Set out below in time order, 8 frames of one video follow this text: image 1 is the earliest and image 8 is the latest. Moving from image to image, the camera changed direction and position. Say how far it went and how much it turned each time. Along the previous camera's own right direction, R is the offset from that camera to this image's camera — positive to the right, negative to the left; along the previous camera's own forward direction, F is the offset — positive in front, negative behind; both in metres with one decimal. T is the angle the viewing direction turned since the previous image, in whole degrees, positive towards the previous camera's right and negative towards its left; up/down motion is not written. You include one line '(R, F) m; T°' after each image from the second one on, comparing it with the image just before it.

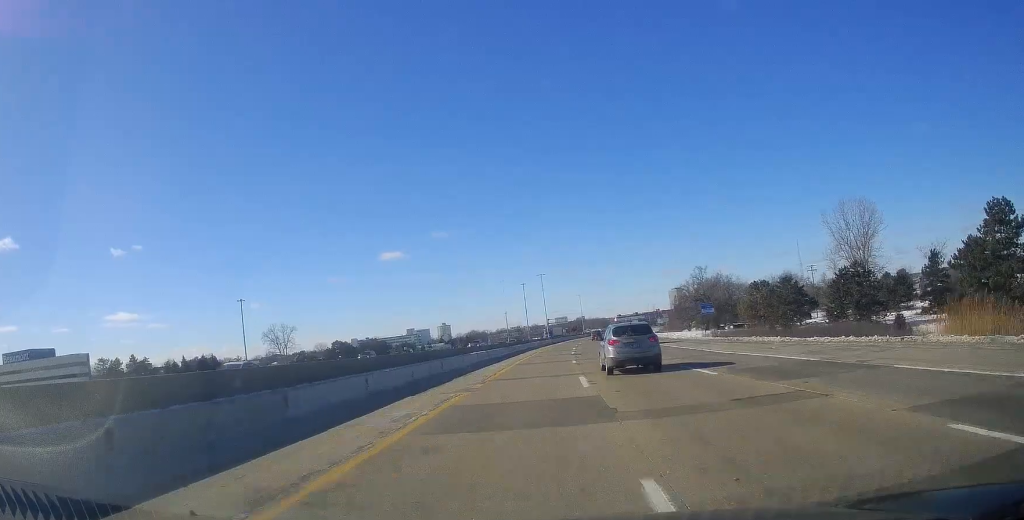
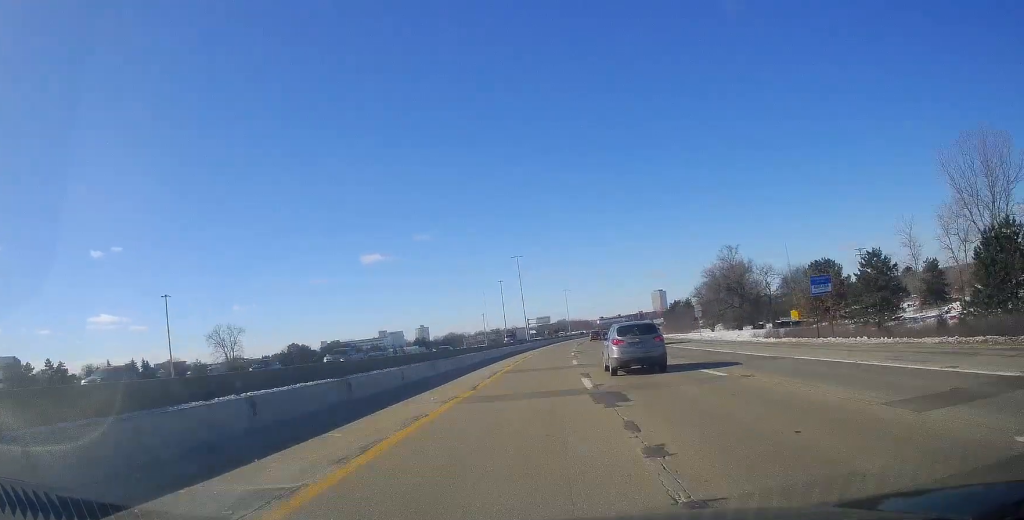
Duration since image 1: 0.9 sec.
(+0.4, +32.1) m; +1°
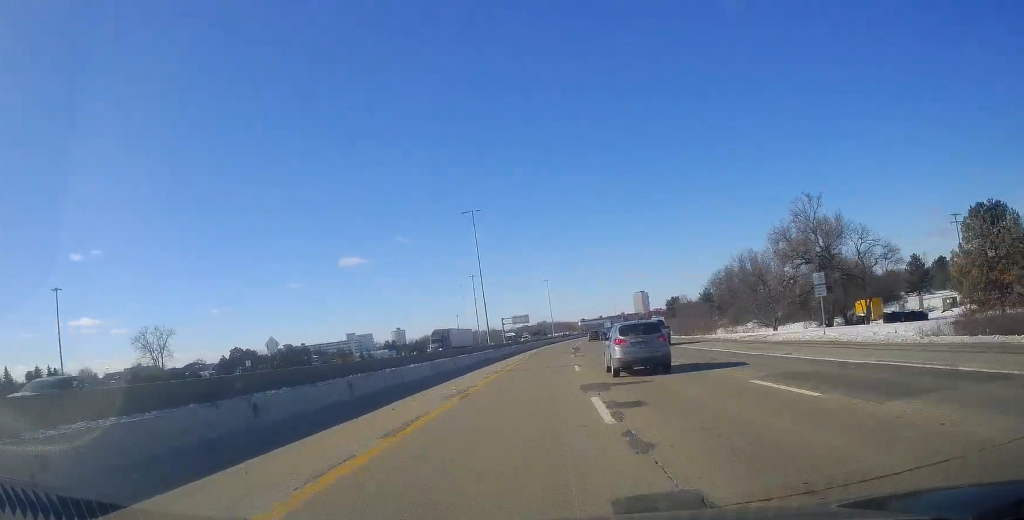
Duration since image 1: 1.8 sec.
(+0.5, +36.1) m; +2°
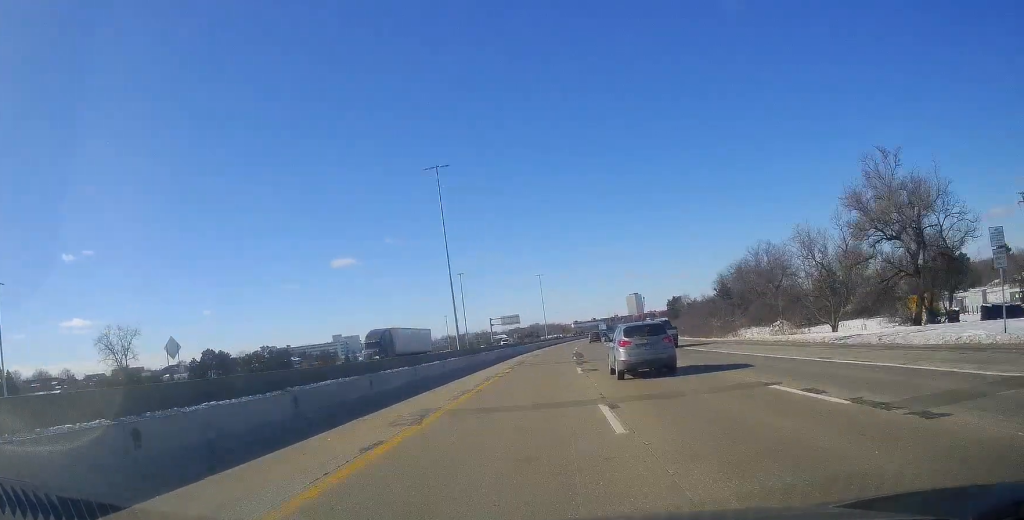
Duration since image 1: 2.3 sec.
(+0.1, +16.3) m; +1°
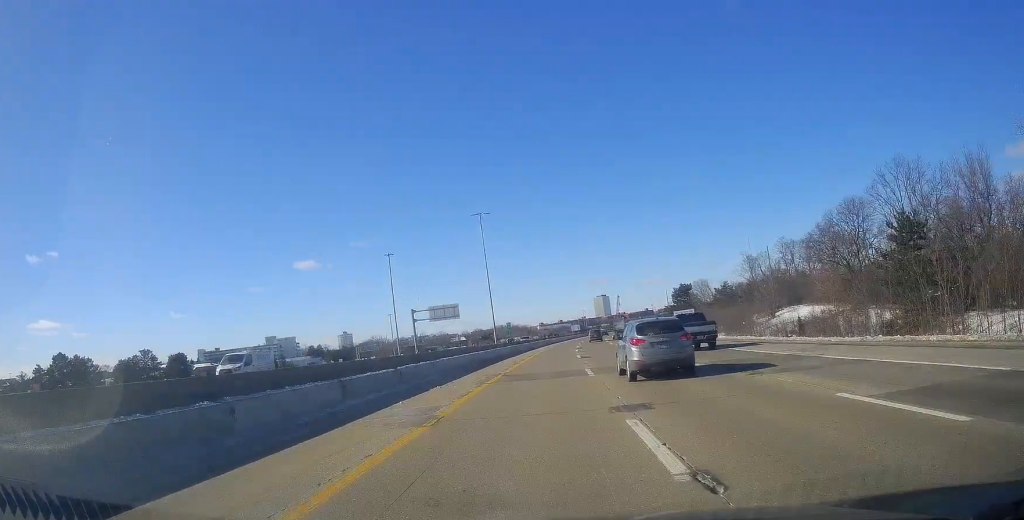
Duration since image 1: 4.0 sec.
(+2.4, +64.3) m; +4°
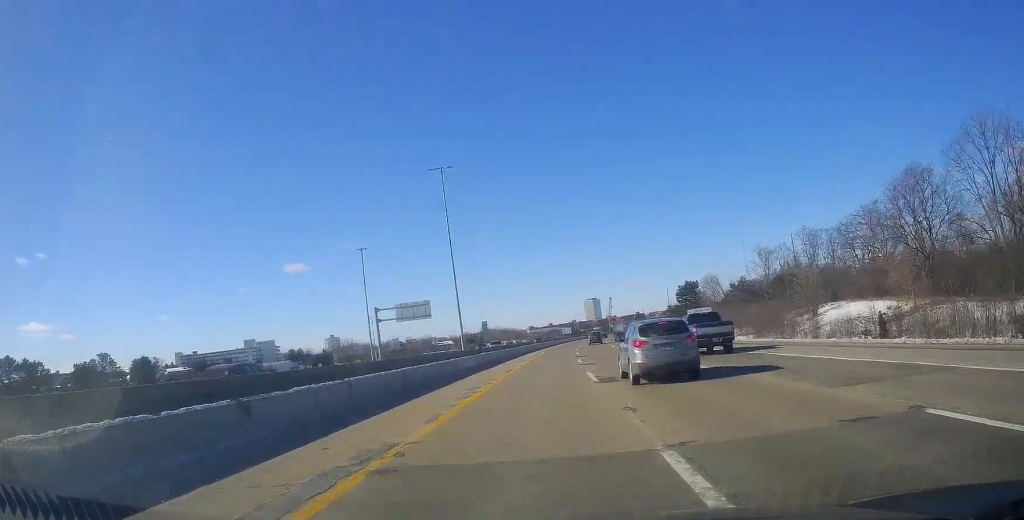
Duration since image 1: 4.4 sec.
(+0.3, +17.8) m; +1°
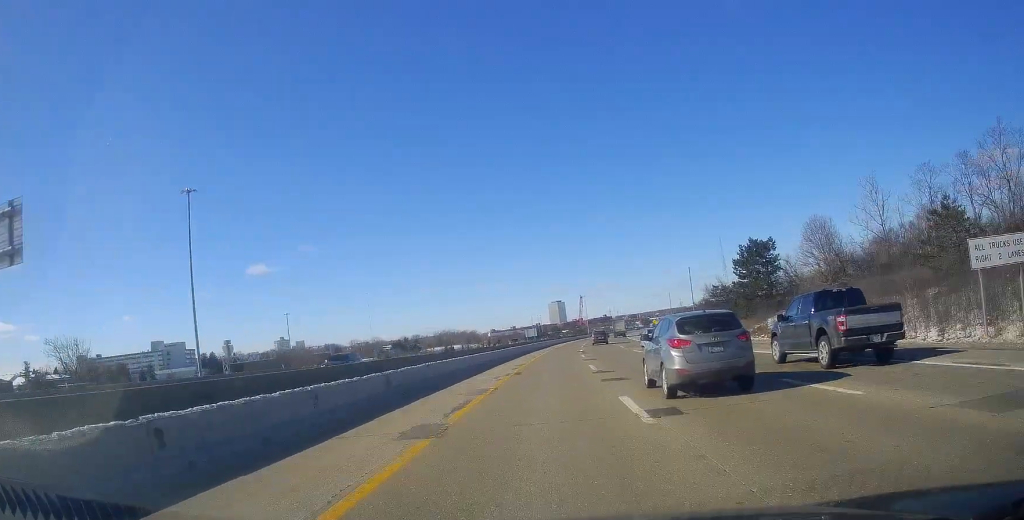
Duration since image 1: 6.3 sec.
(+1.0, +70.3) m; +2°
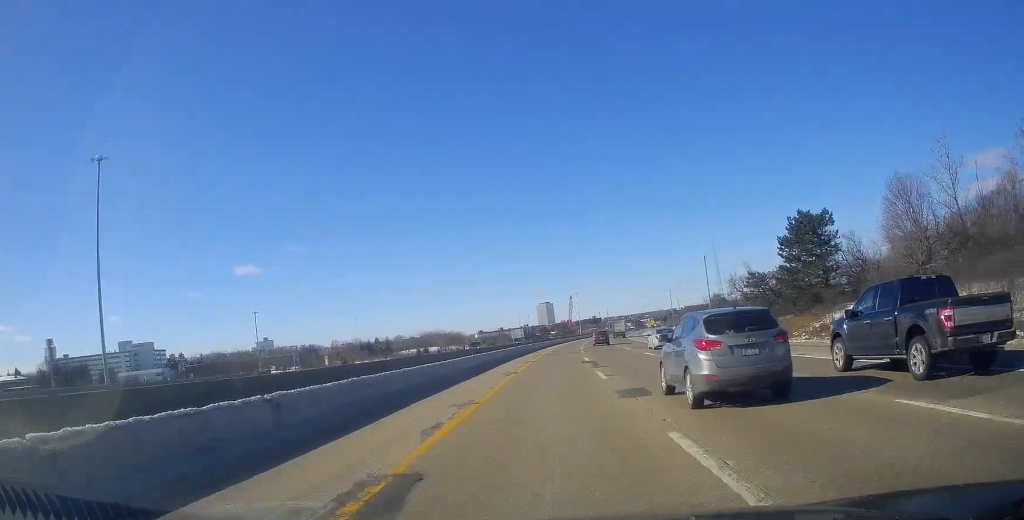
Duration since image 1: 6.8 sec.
(+0.4, +20.7) m; +1°
